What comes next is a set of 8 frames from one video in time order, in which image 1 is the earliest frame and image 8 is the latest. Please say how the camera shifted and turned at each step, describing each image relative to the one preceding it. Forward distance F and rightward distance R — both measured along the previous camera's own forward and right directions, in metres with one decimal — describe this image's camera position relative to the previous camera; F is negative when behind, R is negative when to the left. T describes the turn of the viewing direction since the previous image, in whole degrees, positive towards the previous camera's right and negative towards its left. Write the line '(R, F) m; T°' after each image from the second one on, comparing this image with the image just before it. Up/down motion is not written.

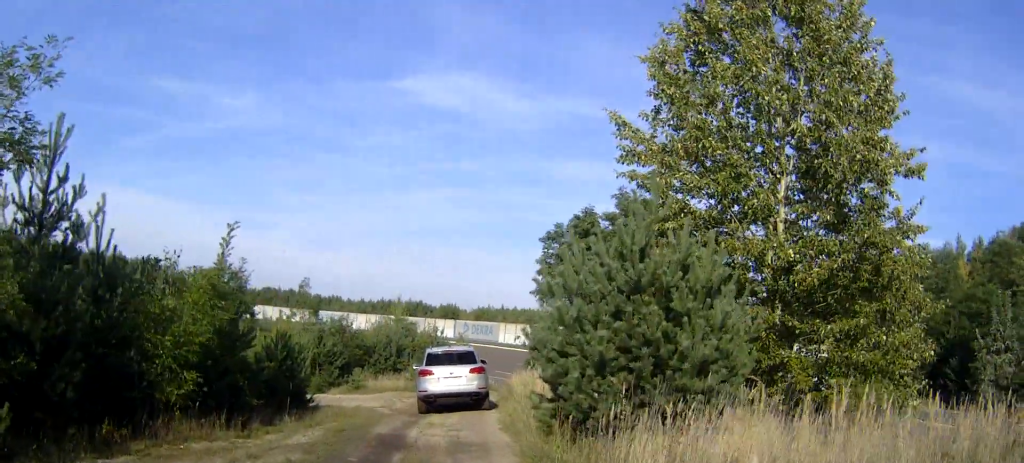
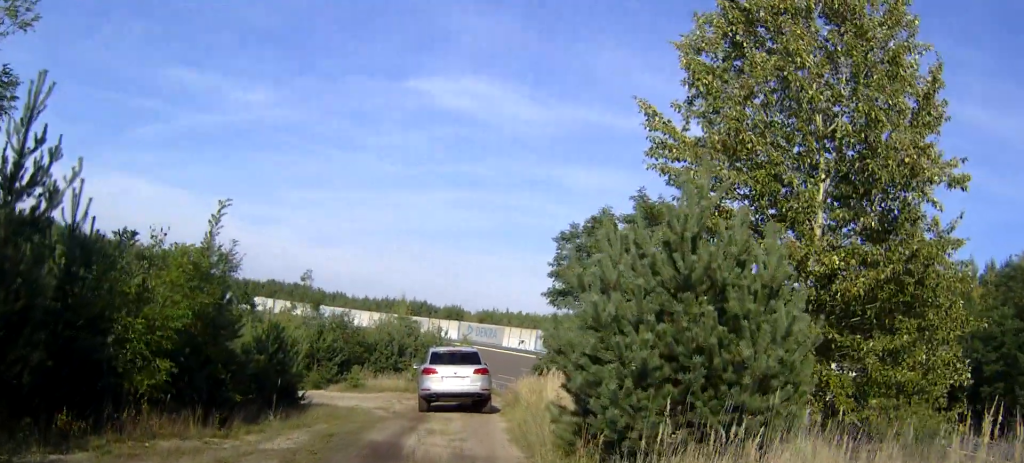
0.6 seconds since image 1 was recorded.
(0.0, +1.7) m; +1°
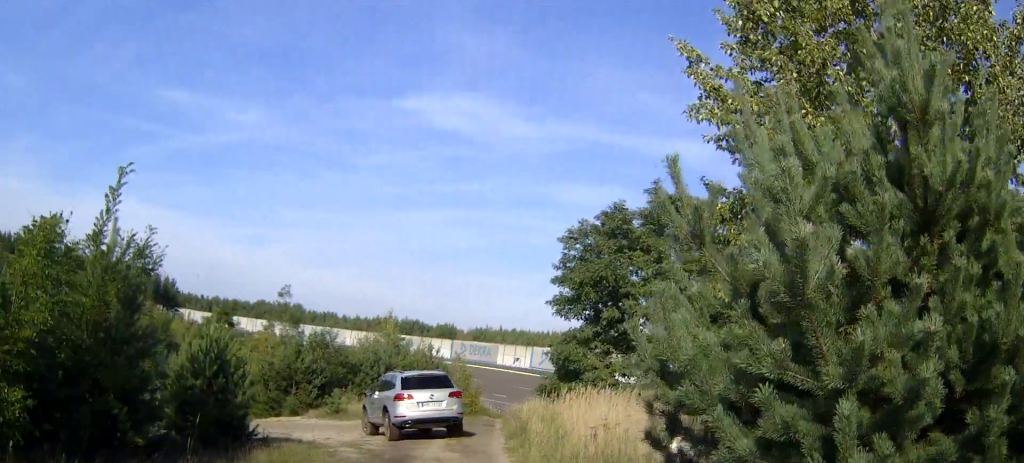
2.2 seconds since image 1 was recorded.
(+0.2, +4.6) m; +4°
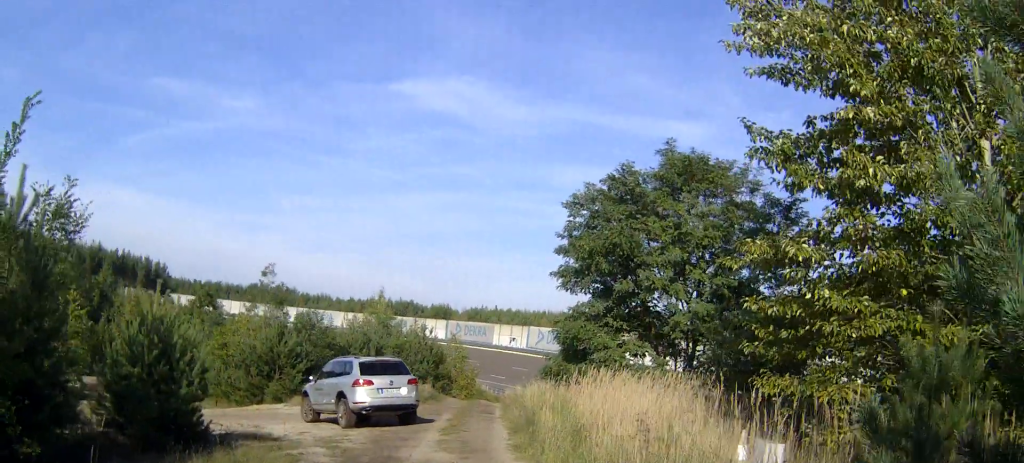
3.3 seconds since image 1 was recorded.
(0.0, +2.9) m; +1°
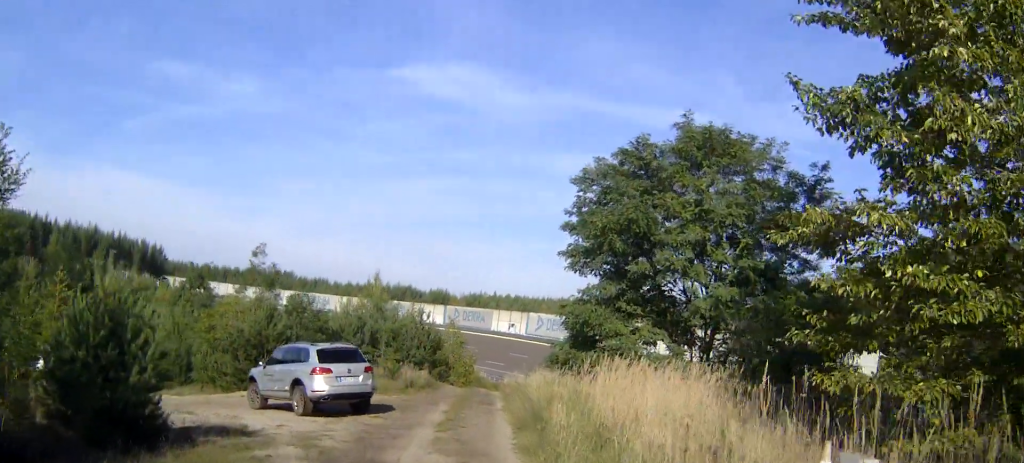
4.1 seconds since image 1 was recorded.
(0.0, +2.0) m; 0°
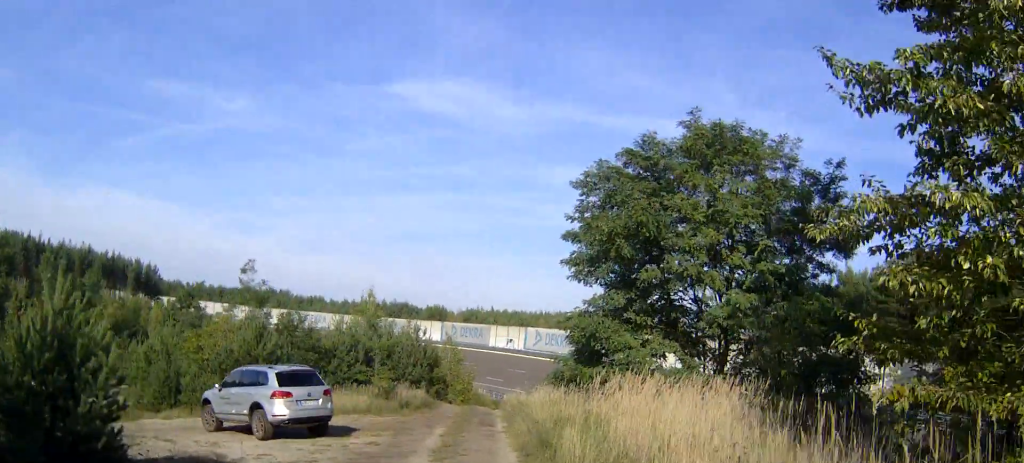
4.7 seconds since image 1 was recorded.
(0.0, +1.6) m; 0°
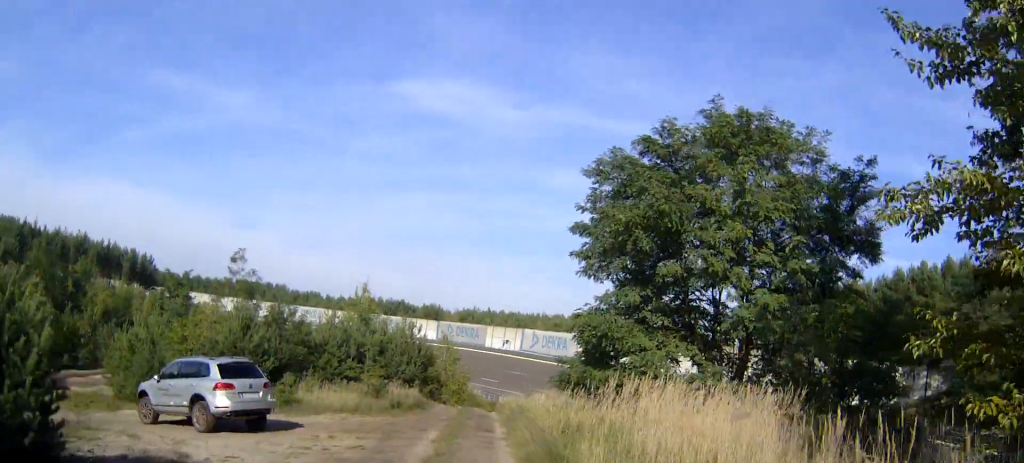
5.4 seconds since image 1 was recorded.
(0.0, +1.8) m; -1°
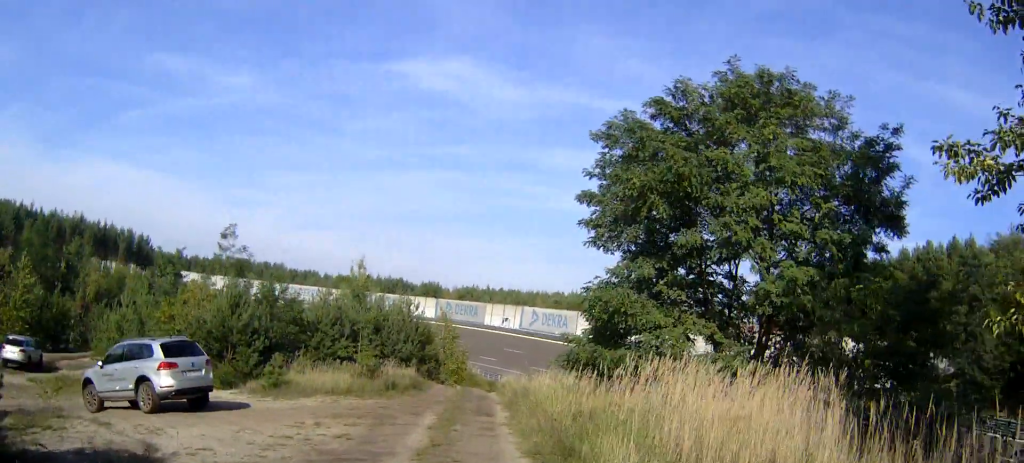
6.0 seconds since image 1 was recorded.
(0.0, +1.5) m; -2°
